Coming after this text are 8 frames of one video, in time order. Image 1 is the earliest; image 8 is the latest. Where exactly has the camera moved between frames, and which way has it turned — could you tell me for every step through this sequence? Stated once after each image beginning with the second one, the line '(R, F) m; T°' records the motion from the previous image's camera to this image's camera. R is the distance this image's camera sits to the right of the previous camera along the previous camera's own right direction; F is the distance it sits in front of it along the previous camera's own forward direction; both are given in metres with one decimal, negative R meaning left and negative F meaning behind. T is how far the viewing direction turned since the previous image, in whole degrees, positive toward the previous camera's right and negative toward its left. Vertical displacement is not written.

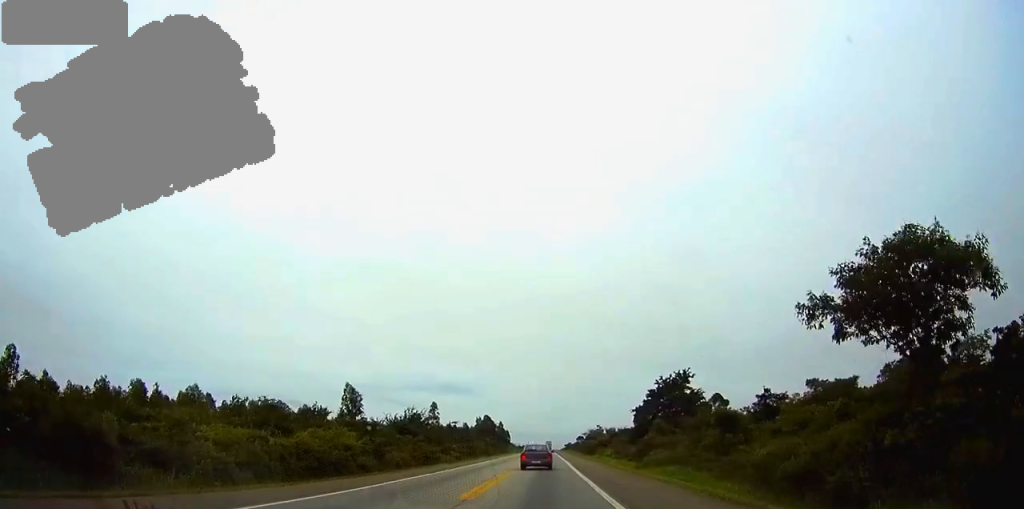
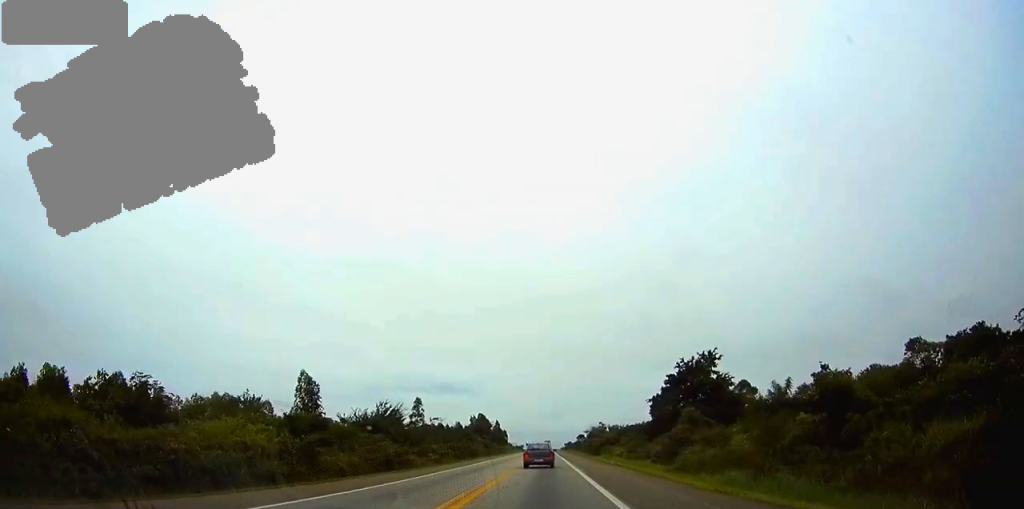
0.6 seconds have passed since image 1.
(0.0, +18.8) m; 0°
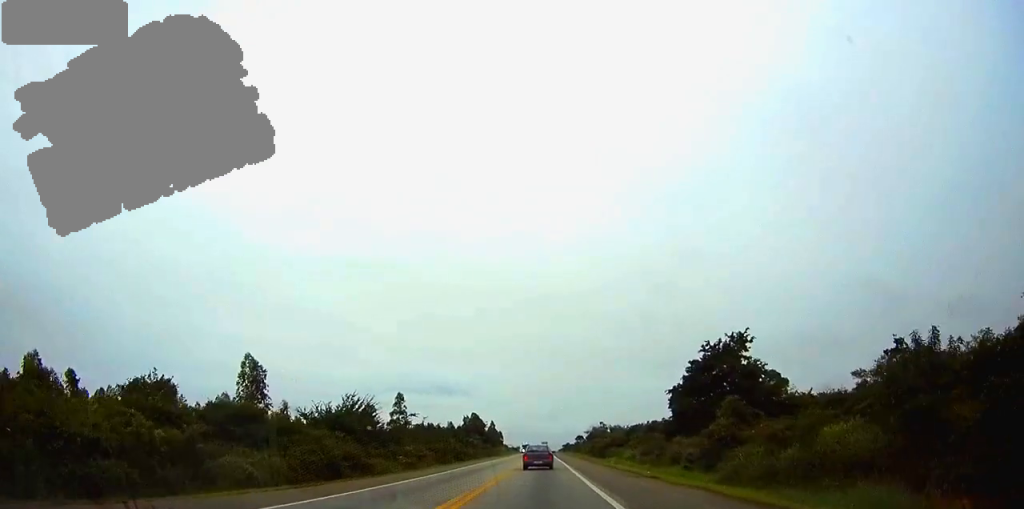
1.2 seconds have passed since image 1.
(0.0, +15.8) m; 0°
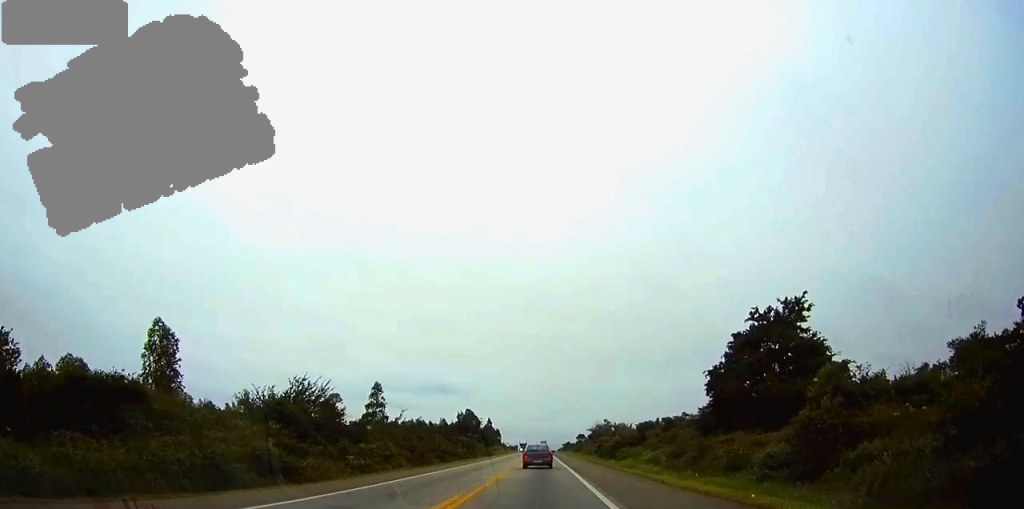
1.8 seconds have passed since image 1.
(+0.1, +17.8) m; 0°
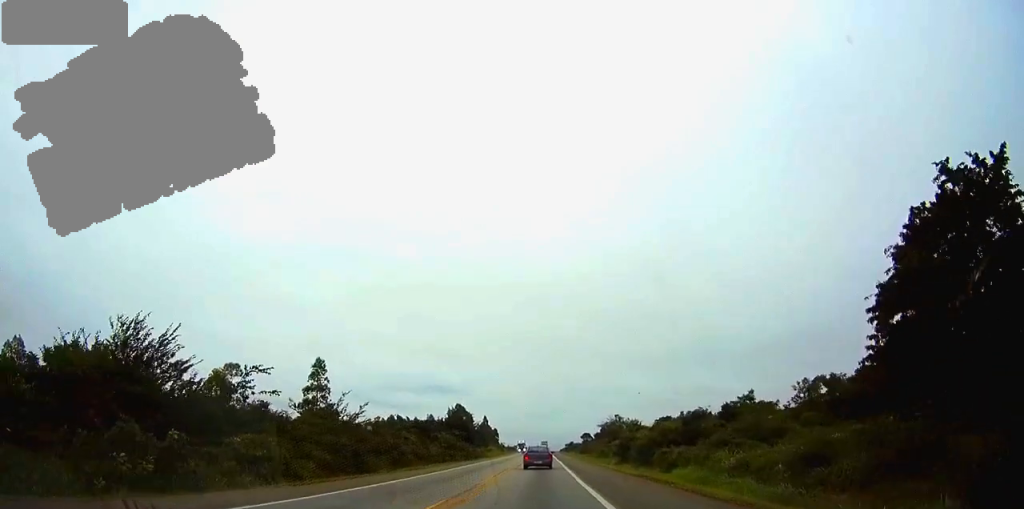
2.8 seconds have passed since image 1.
(+0.1, +30.7) m; 0°
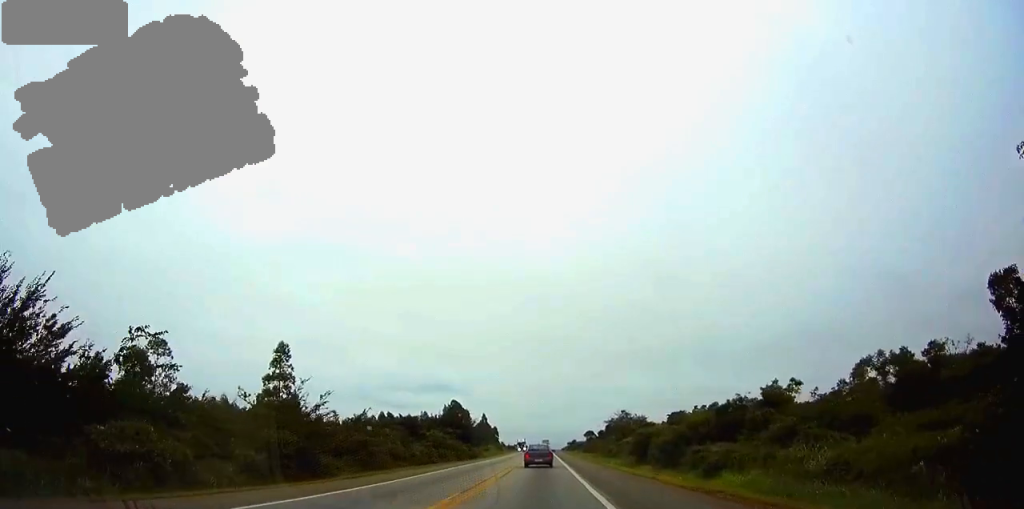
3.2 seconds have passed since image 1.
(+0.1, +12.9) m; 0°
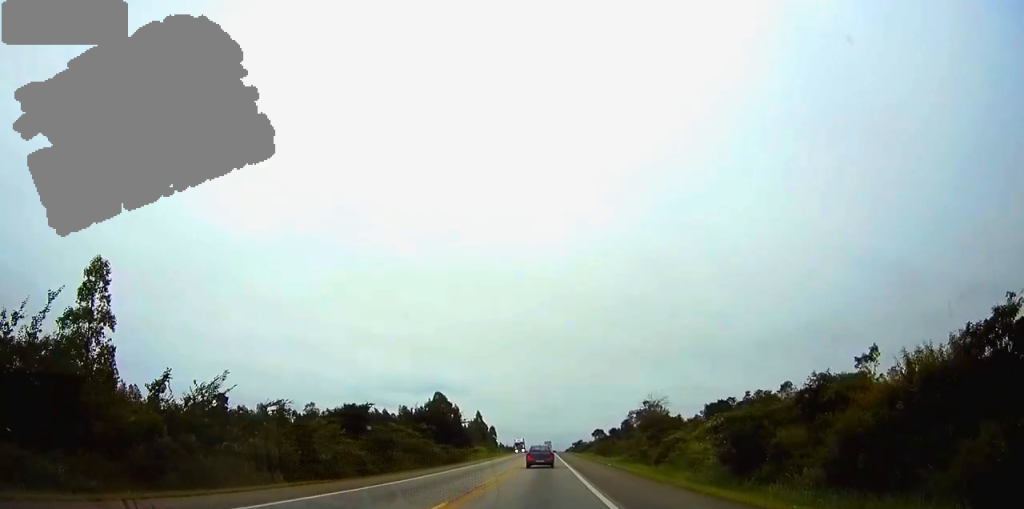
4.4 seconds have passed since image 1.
(-0.2, +34.7) m; 0°
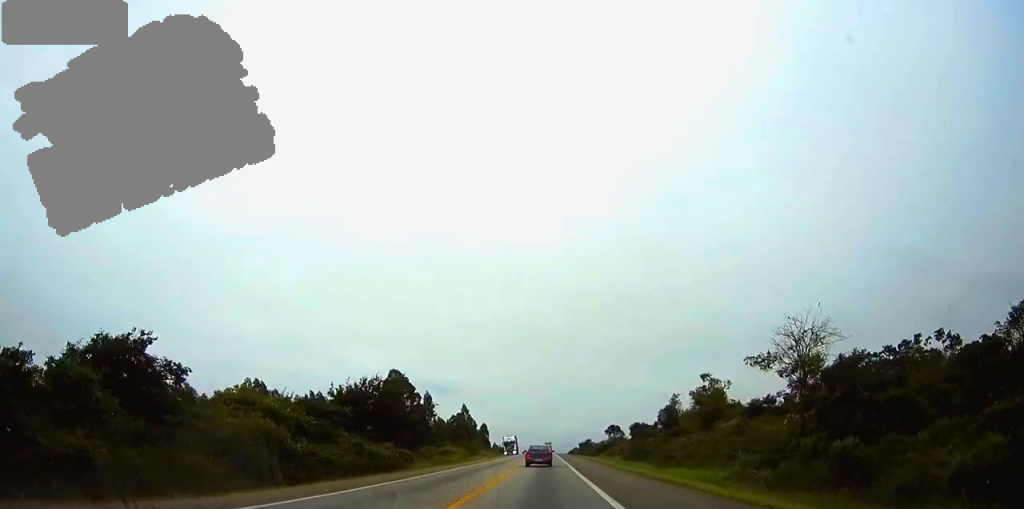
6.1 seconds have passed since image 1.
(+0.3, +50.6) m; 0°
